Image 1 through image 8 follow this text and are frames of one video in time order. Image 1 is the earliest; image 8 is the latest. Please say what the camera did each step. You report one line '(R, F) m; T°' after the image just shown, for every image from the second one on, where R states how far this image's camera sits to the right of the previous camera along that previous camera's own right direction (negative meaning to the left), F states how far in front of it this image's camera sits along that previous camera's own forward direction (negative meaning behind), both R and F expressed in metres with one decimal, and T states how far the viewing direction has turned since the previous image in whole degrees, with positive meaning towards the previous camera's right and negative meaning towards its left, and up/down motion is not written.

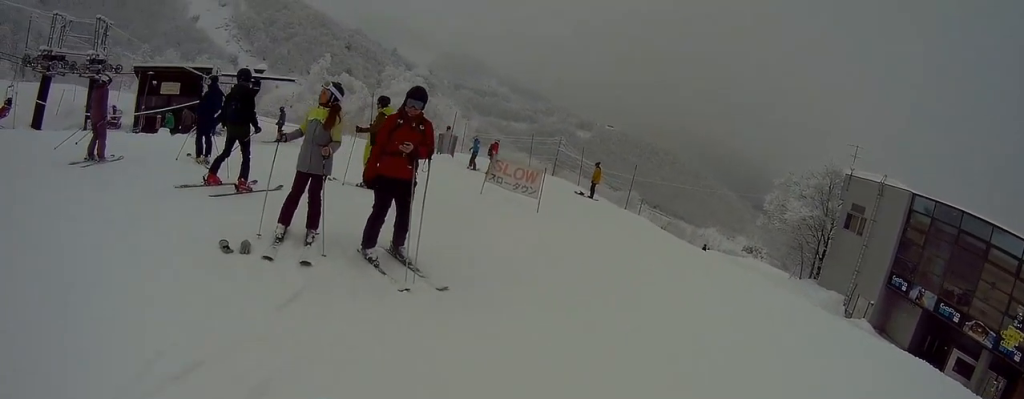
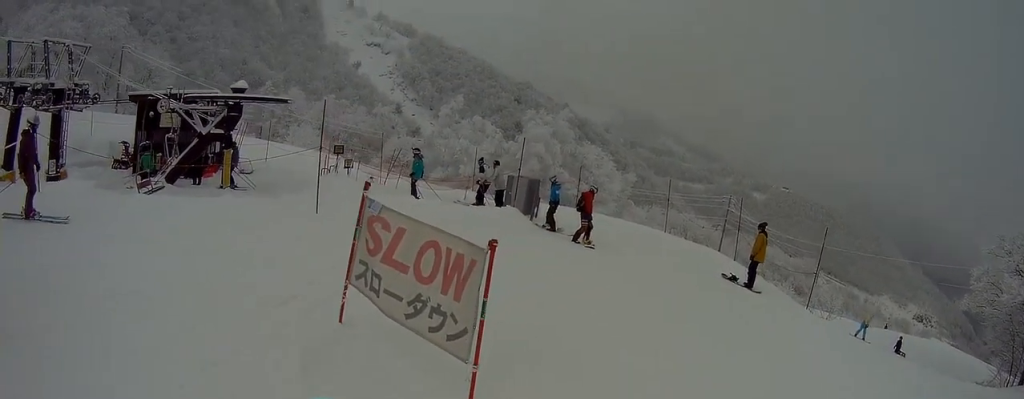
(-0.8, +7.9) m; -16°
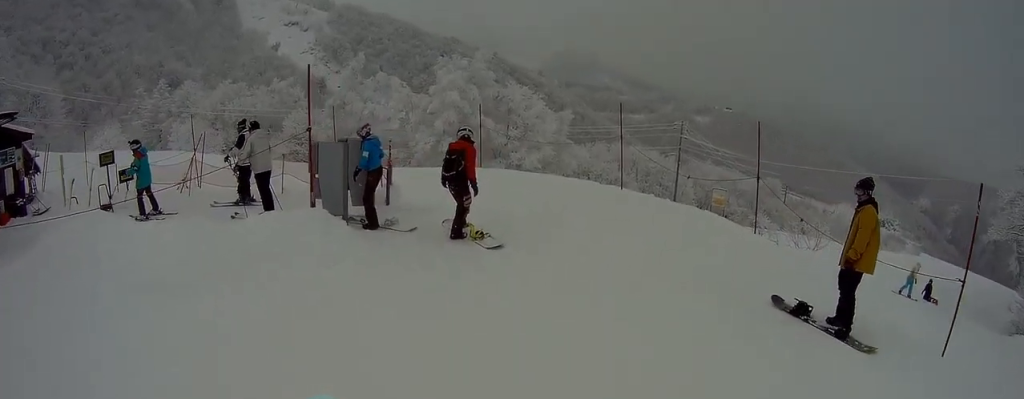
(-1.1, +4.4) m; -27°
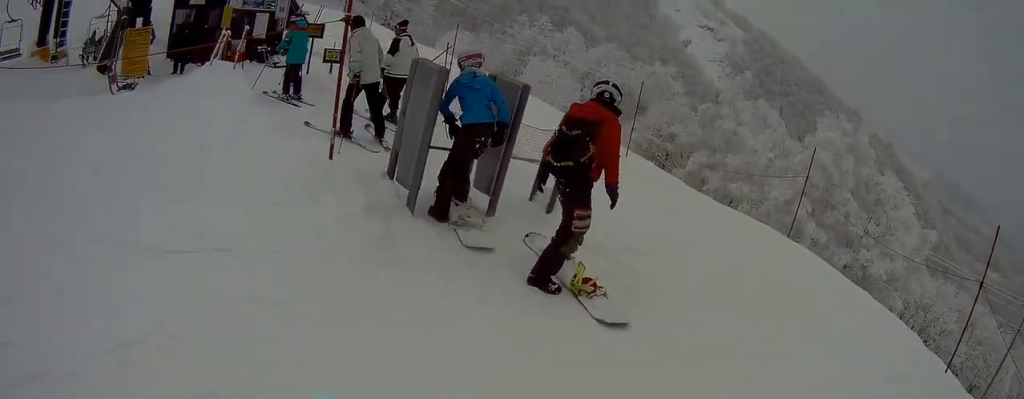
(-0.4, +2.1) m; -26°
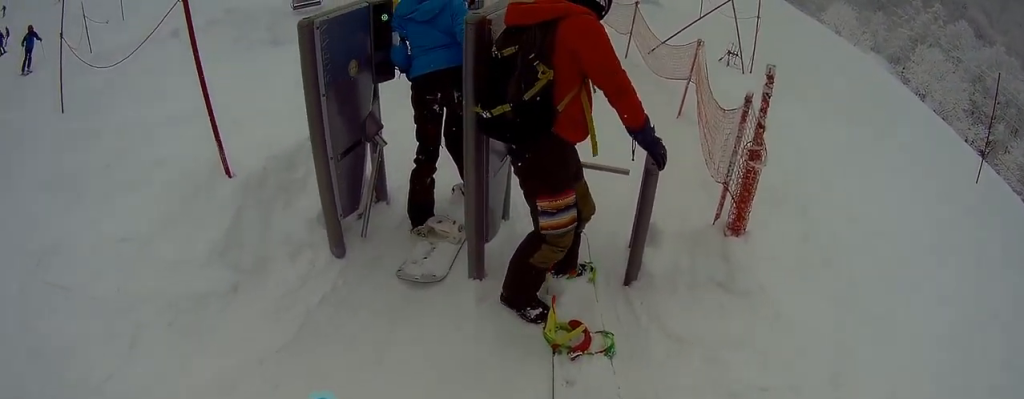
(-1.2, +2.8) m; -32°
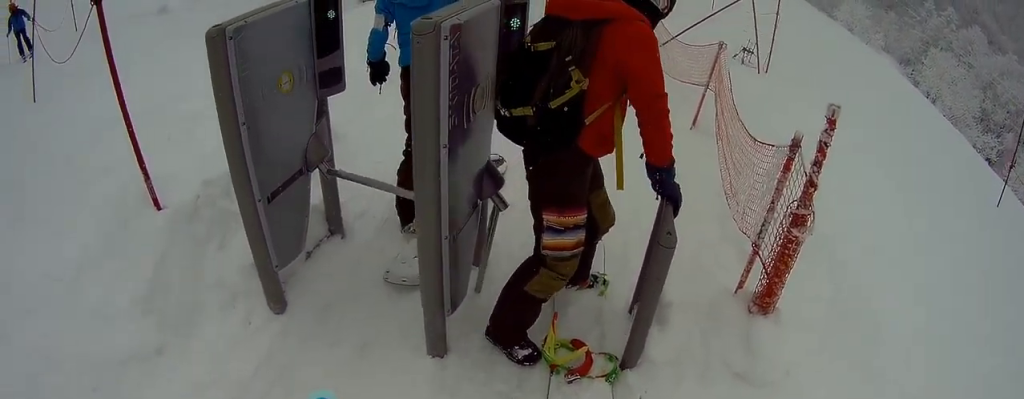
(-0.1, +1.1) m; 0°
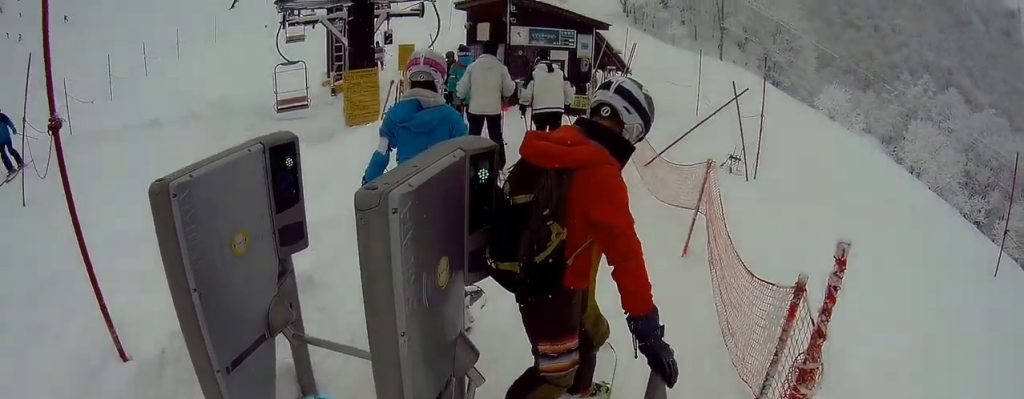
(0.0, +0.7) m; +5°
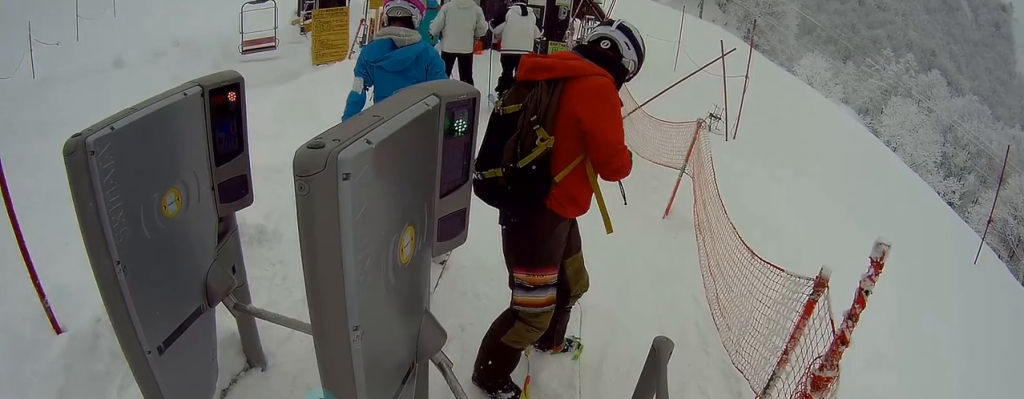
(+0.1, +0.7) m; +4°
